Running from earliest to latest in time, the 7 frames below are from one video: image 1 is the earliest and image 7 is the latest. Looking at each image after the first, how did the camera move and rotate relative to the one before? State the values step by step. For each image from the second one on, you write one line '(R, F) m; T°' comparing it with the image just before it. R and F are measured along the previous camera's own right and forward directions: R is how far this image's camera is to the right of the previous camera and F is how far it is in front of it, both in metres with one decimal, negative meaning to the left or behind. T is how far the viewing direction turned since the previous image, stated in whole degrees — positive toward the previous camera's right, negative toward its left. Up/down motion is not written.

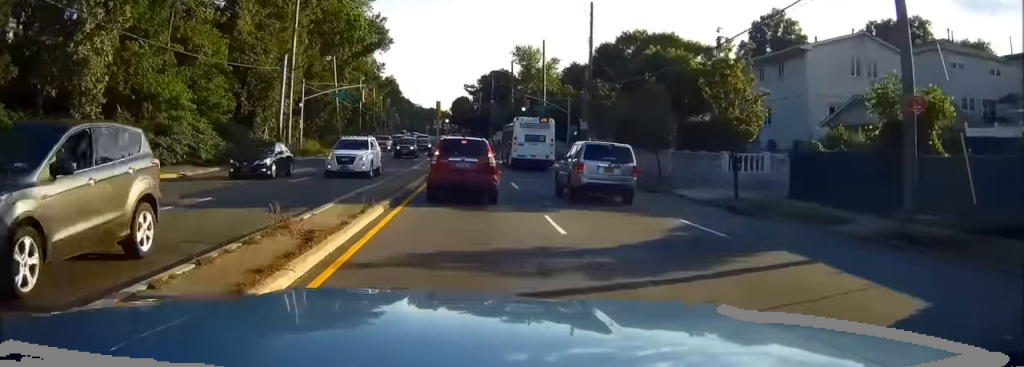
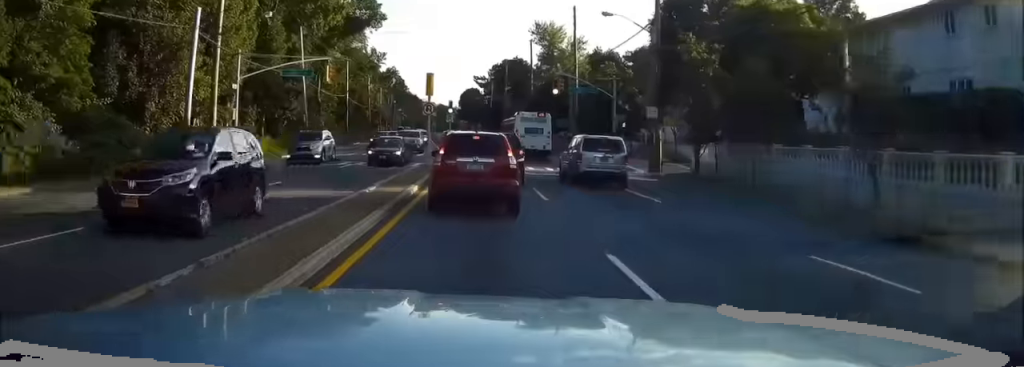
(-0.2, +16.5) m; -1°
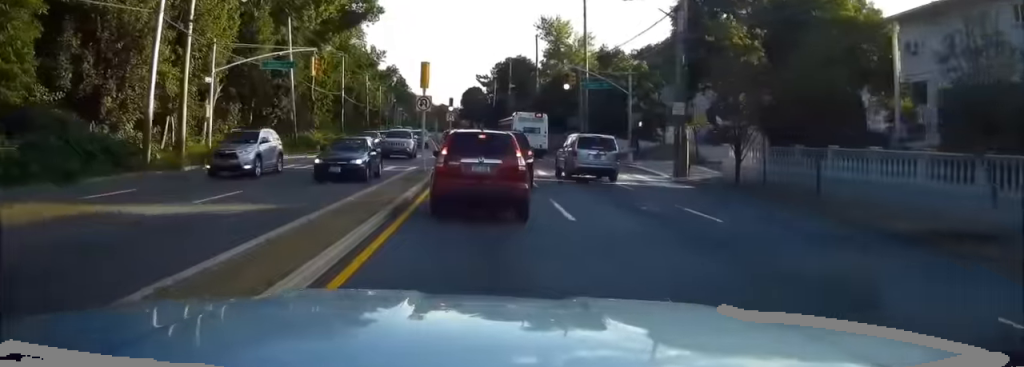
(0.0, +4.4) m; 0°
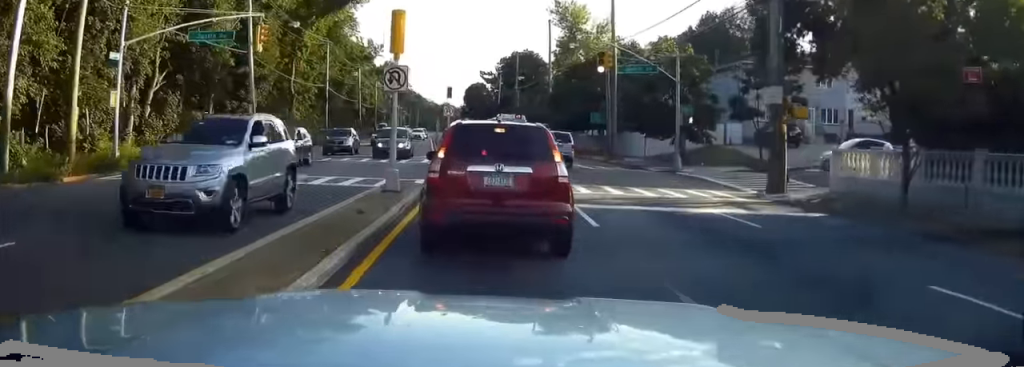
(0.0, +11.4) m; +1°
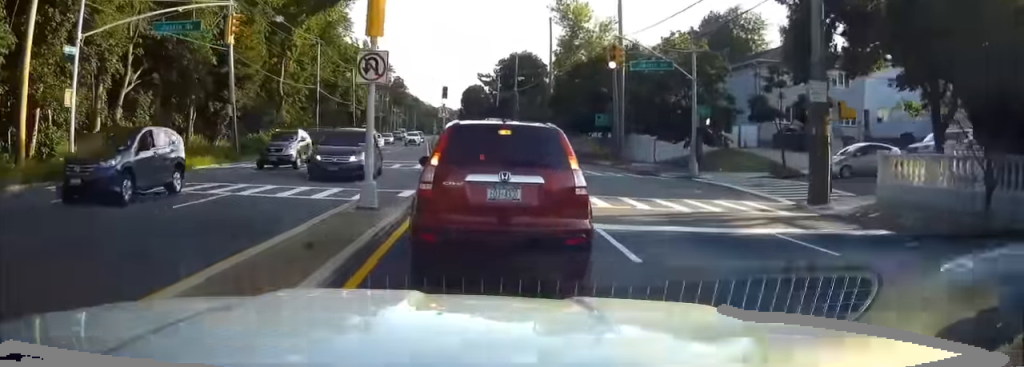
(0.0, +4.7) m; 0°
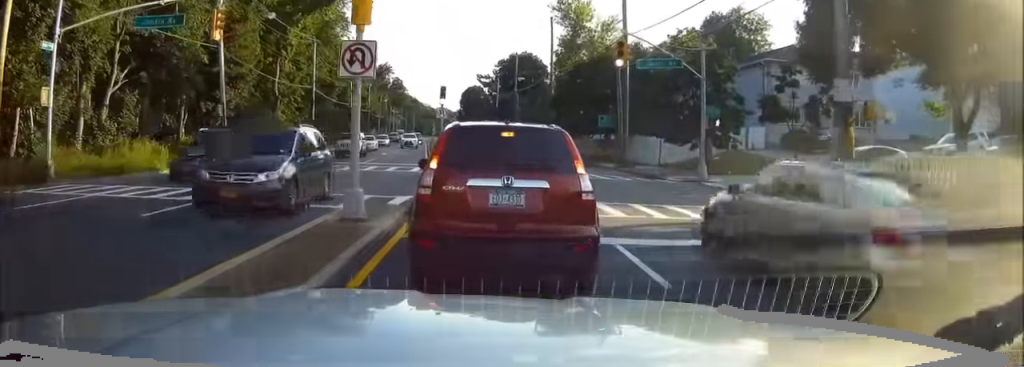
(0.0, +2.8) m; 0°
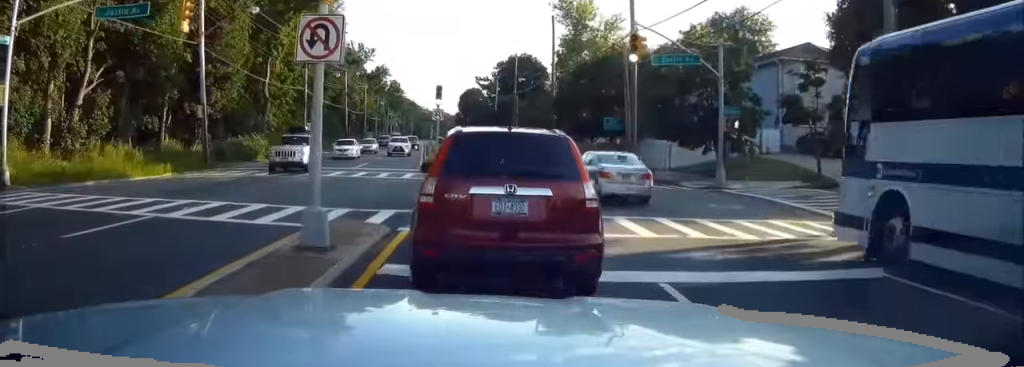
(0.0, +4.7) m; 0°
